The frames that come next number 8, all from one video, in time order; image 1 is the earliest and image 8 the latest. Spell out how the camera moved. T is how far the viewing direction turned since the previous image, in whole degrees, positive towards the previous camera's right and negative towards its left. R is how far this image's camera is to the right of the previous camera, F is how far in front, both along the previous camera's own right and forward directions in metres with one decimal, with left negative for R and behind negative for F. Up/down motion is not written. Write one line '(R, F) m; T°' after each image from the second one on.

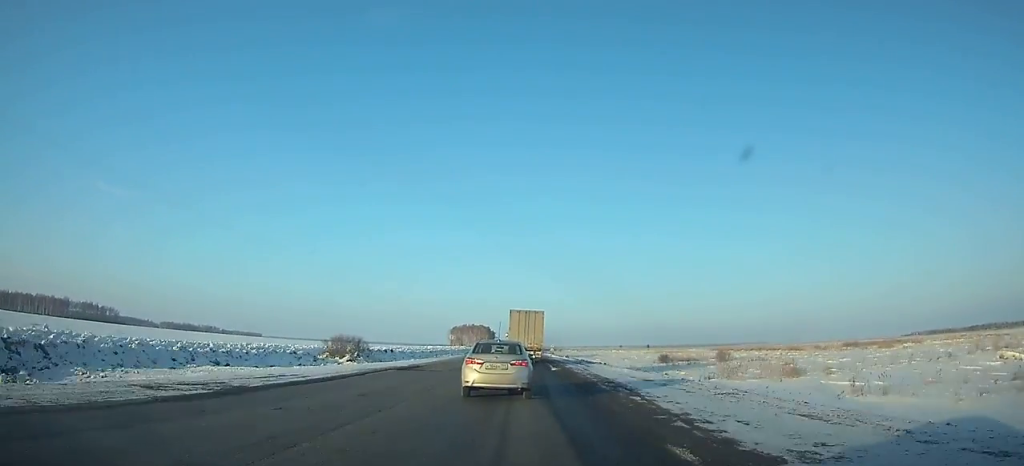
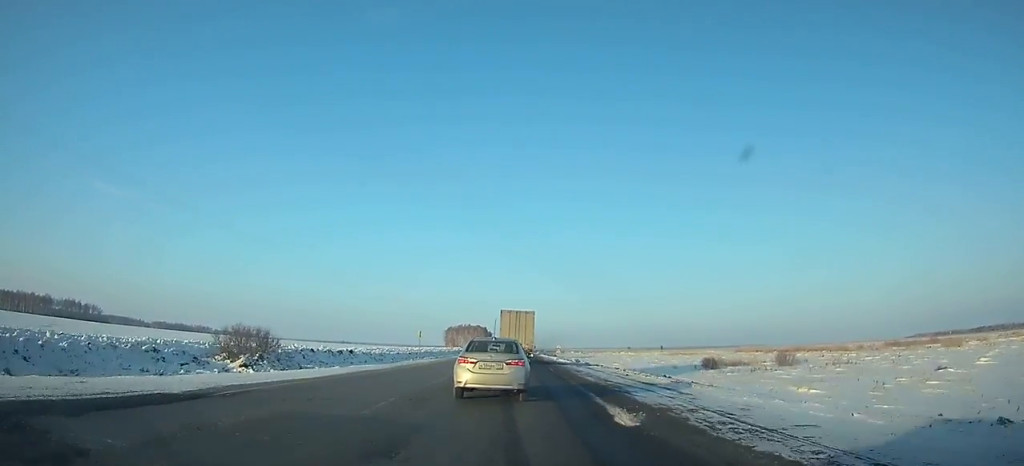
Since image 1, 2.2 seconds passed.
(-0.1, +26.4) m; 0°
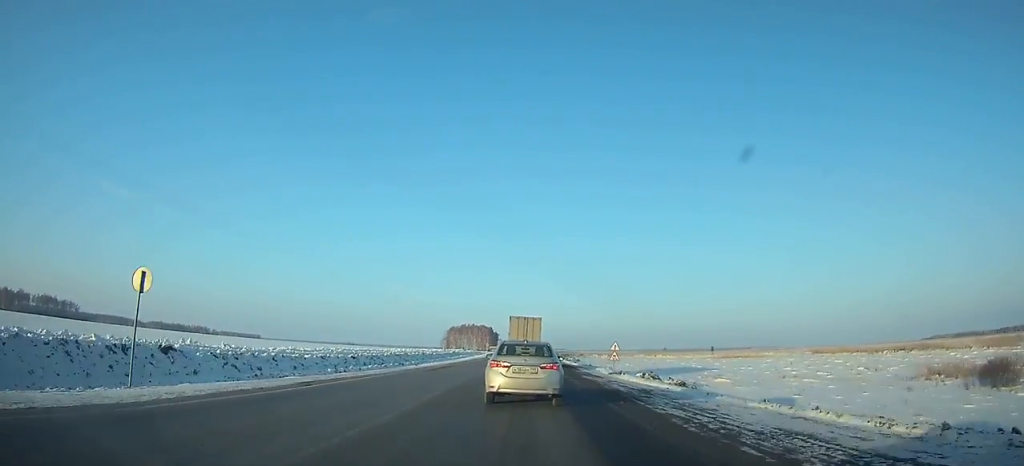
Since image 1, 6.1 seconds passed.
(-0.3, +50.2) m; 0°
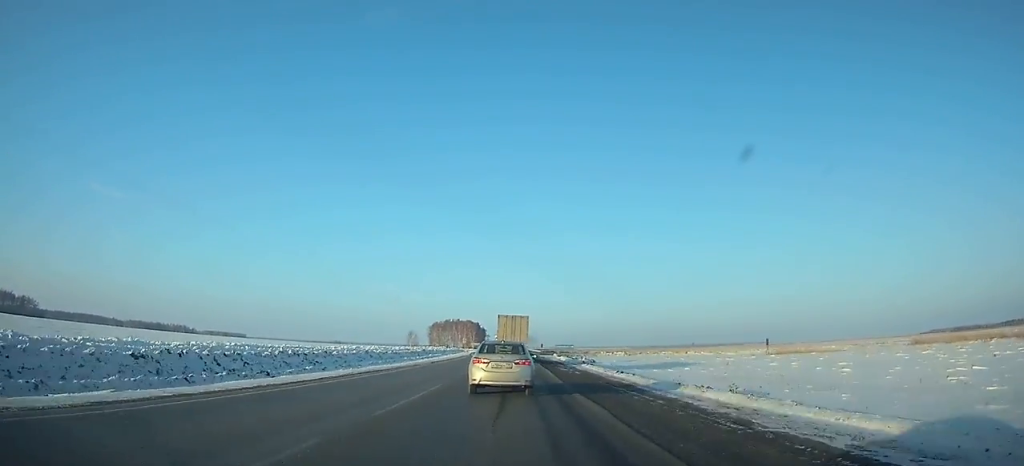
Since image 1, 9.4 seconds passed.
(+0.4, +46.2) m; 0°
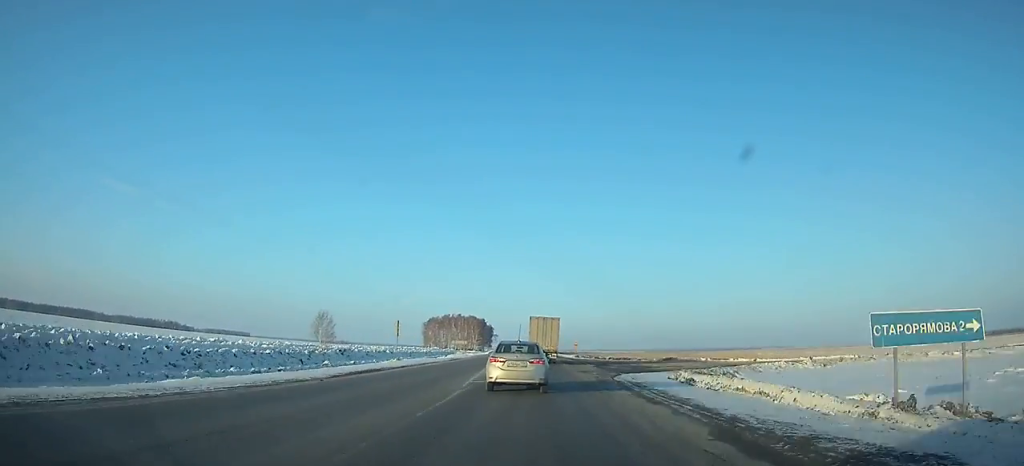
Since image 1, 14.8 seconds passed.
(-0.4, +83.7) m; 0°
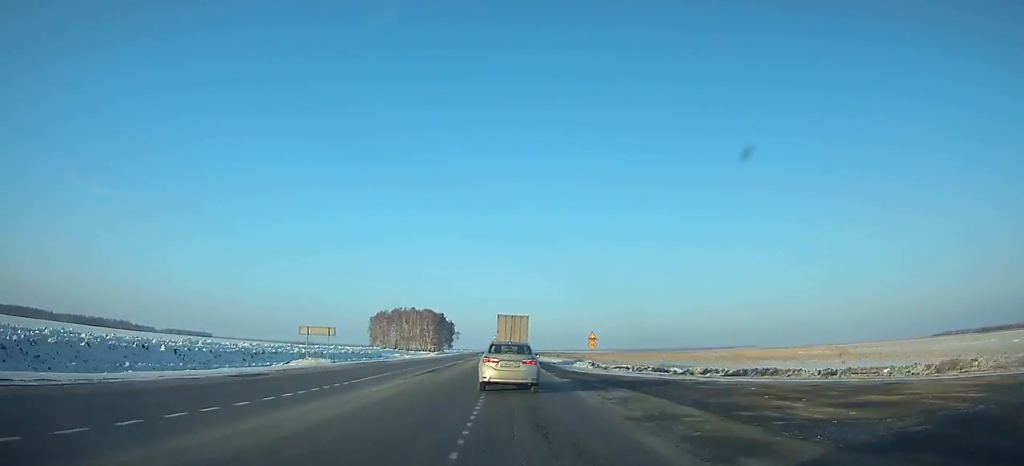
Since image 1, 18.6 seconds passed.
(+0.8, +63.8) m; 0°
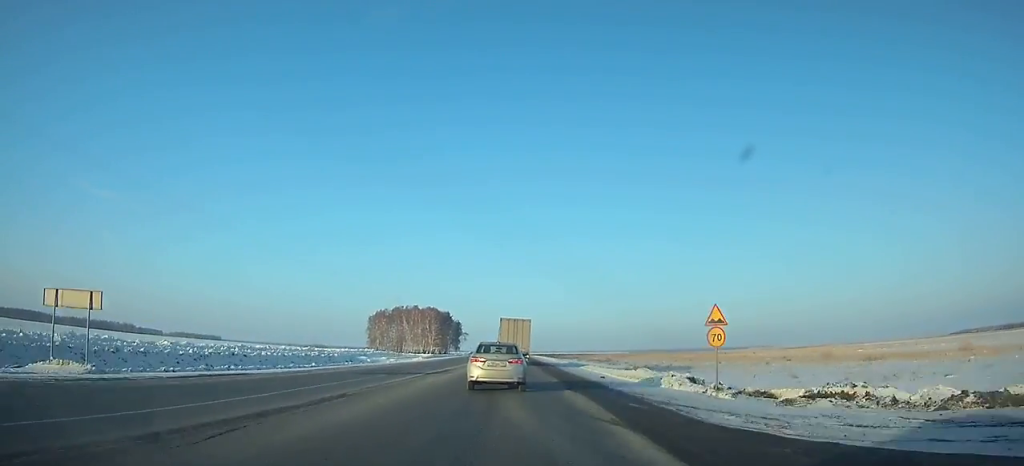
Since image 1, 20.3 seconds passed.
(-0.4, +30.3) m; 0°
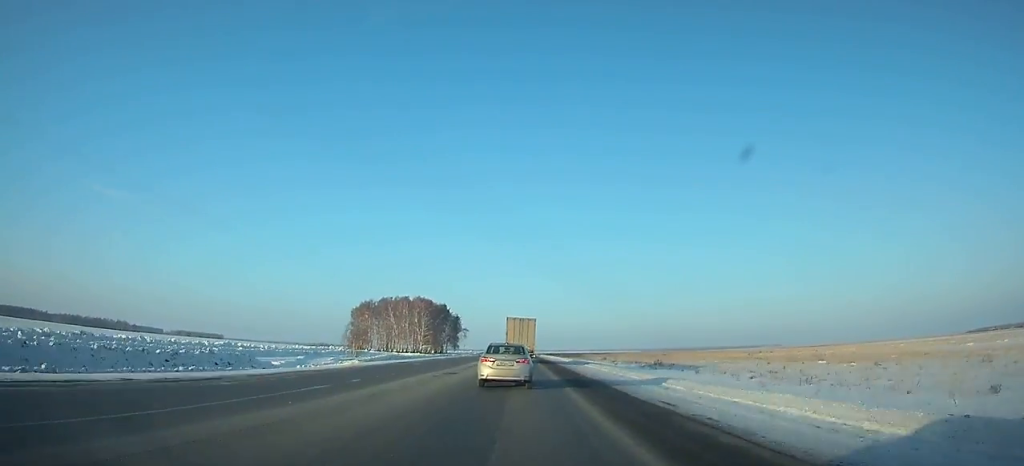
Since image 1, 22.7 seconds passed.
(-0.3, +43.9) m; 0°
